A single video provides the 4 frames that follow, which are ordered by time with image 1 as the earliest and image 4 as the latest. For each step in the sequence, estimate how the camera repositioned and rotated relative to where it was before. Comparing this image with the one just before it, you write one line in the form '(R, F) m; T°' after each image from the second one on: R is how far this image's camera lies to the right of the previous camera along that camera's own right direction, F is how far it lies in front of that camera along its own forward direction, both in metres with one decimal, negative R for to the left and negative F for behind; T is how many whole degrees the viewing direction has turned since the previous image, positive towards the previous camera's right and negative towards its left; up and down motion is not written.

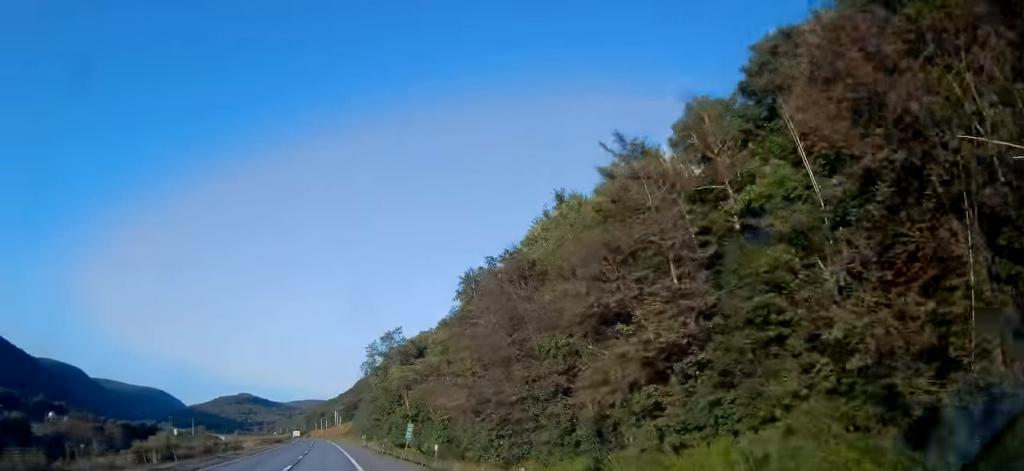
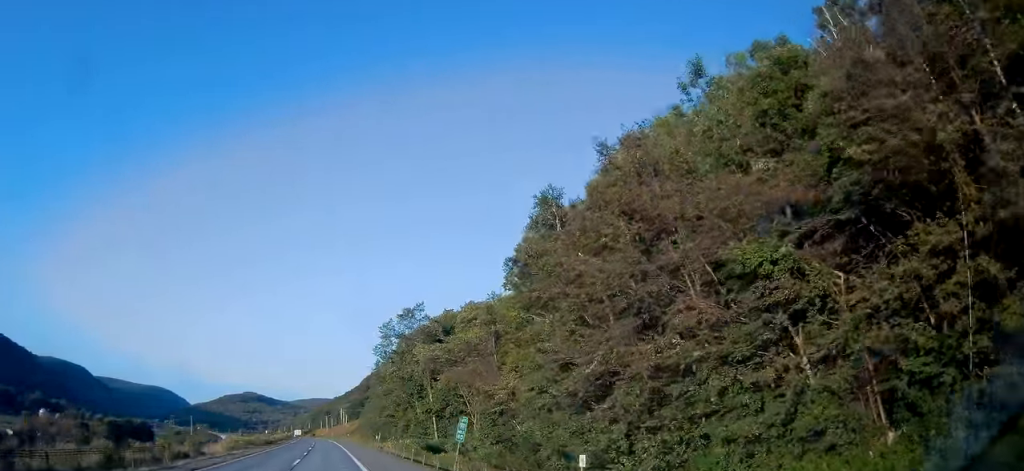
(0.0, +17.8) m; 0°
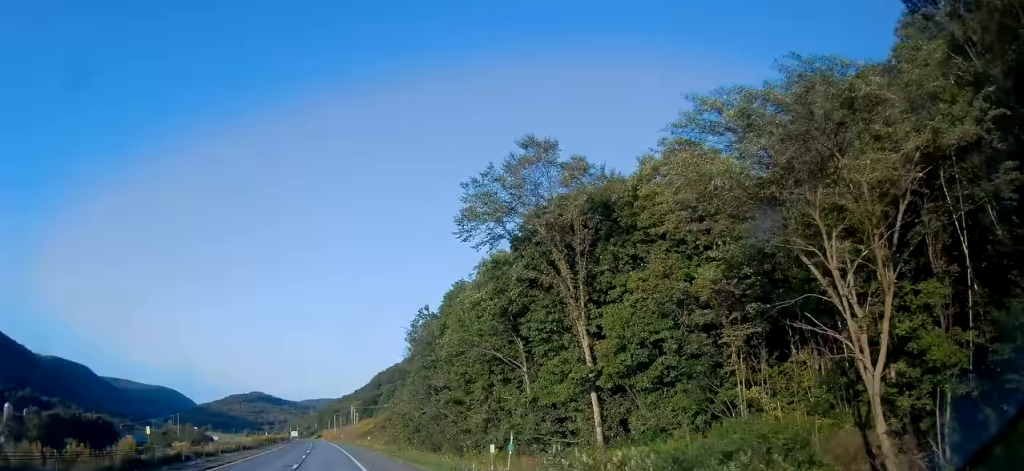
(-0.4, +50.6) m; -1°
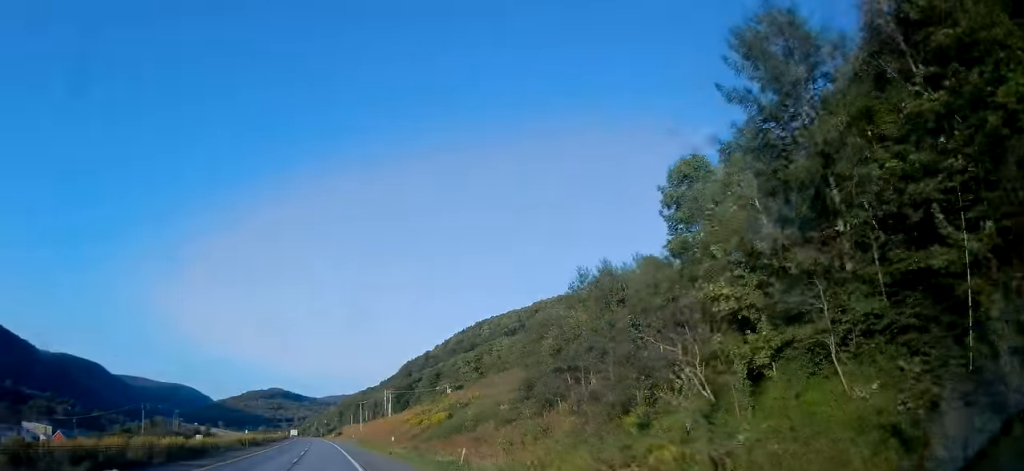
(-2.3, +105.9) m; -2°
